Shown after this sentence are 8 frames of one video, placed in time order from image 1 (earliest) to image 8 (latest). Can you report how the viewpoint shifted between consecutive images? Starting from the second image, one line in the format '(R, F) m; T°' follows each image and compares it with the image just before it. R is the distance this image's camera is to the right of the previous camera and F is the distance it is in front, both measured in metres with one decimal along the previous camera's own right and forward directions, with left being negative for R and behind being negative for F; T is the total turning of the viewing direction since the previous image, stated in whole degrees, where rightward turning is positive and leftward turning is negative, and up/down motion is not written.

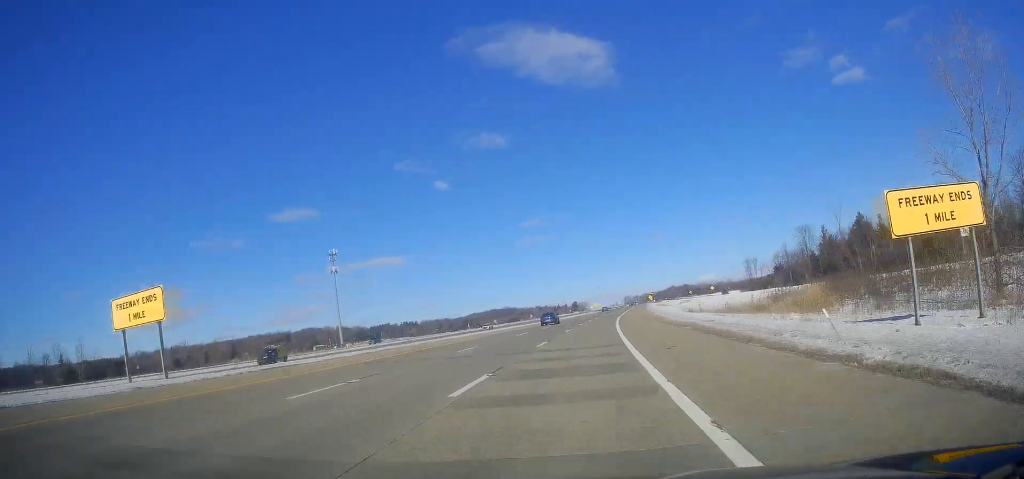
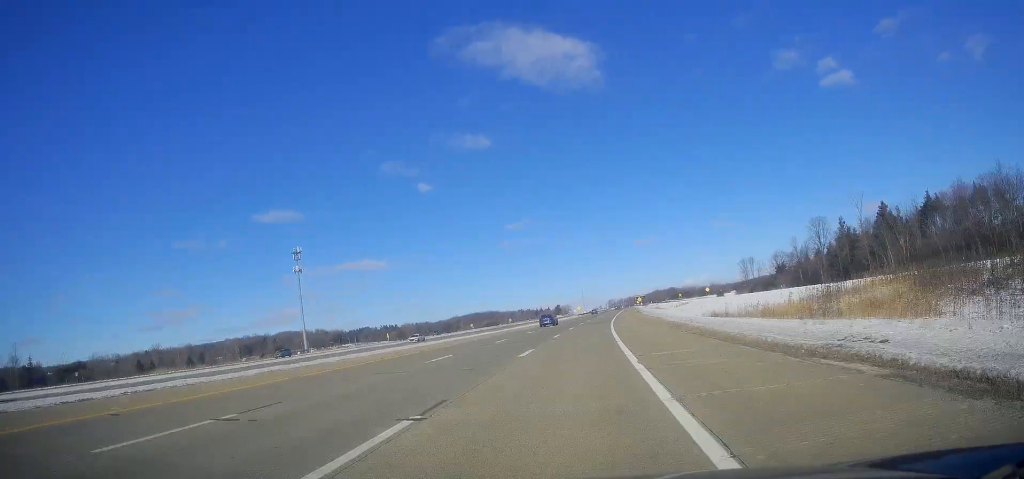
(+0.2, +21.3) m; +1°
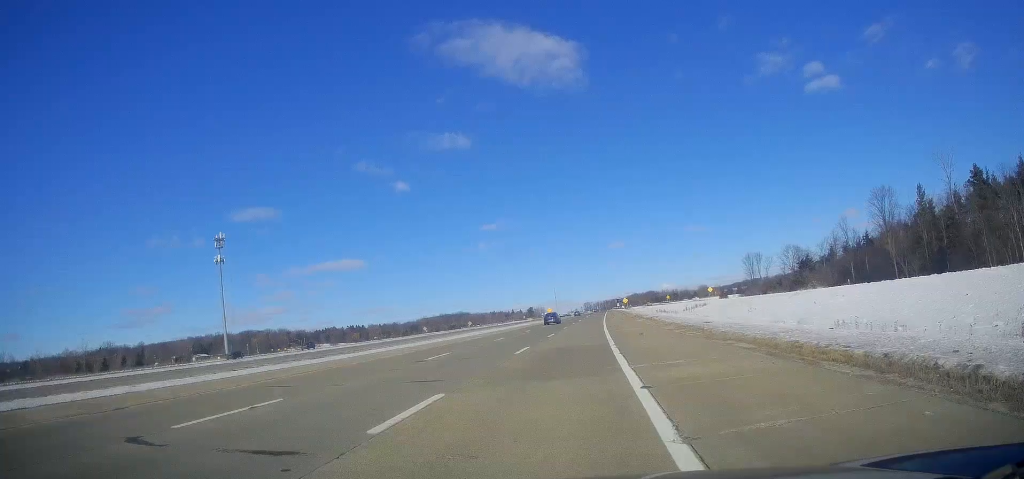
(+0.8, +44.6) m; +2°
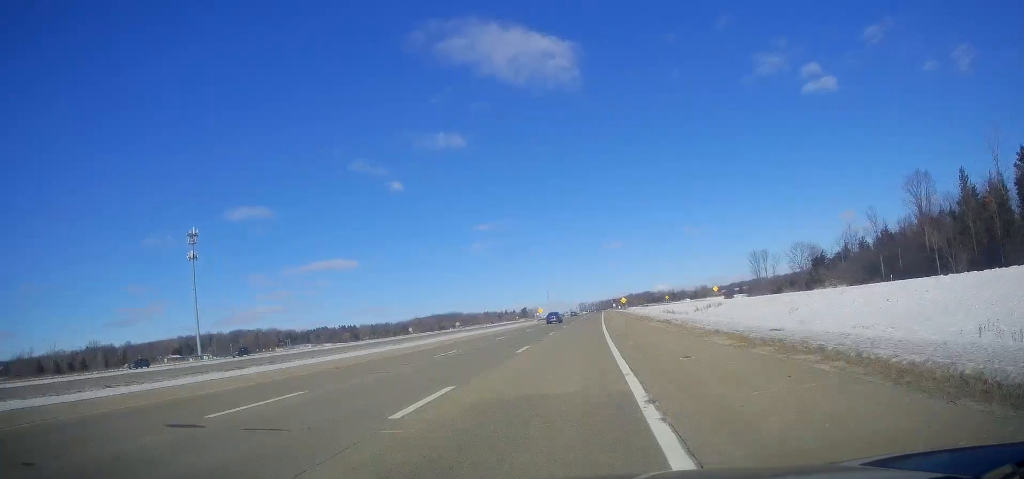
(0.0, +14.4) m; +1°
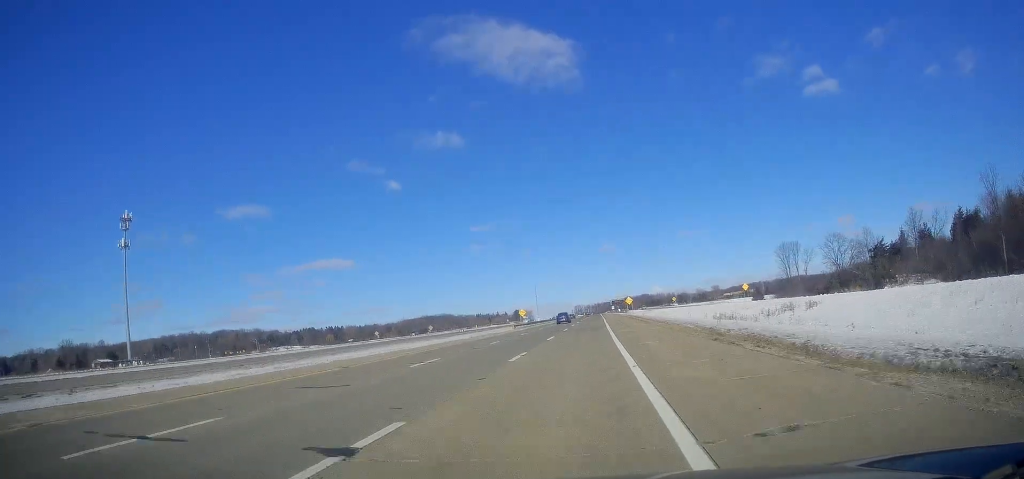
(+0.4, +35.2) m; +1°
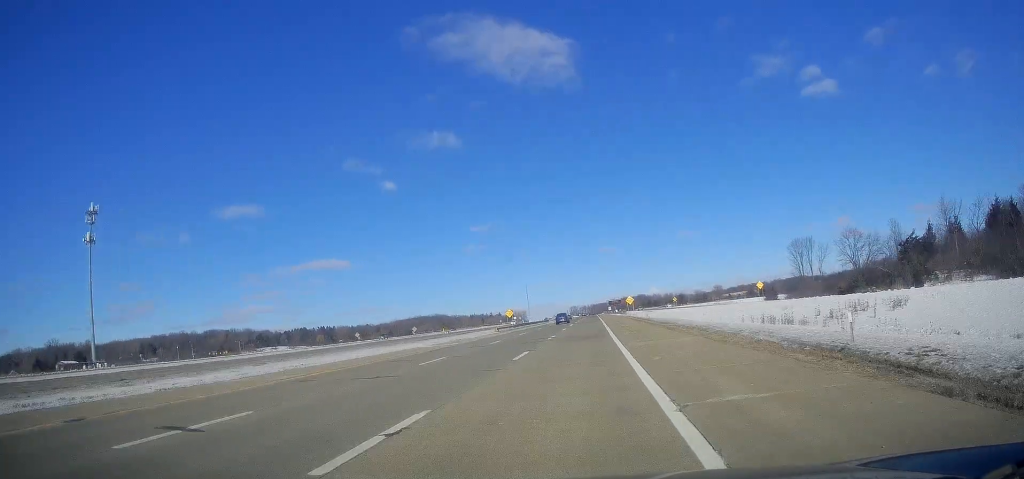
(0.0, +14.4) m; 0°
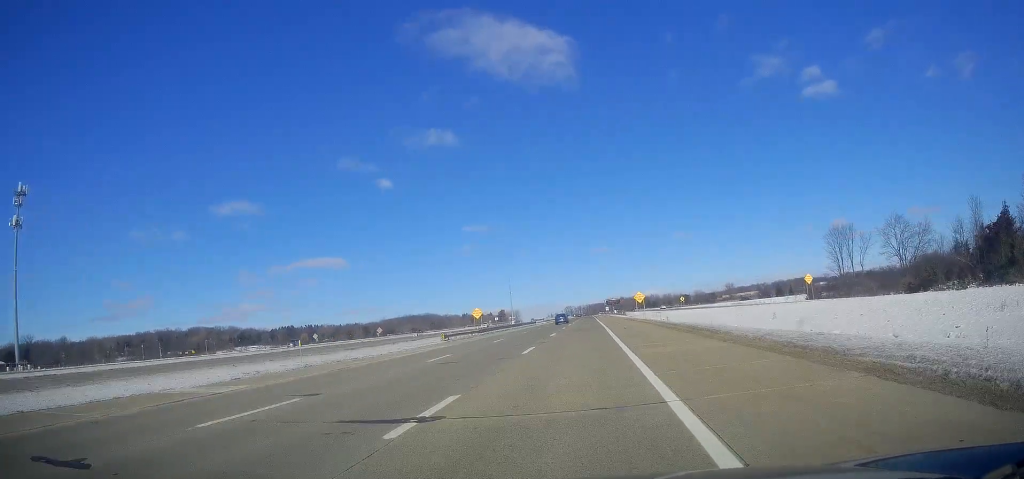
(0.0, +28.6) m; 0°
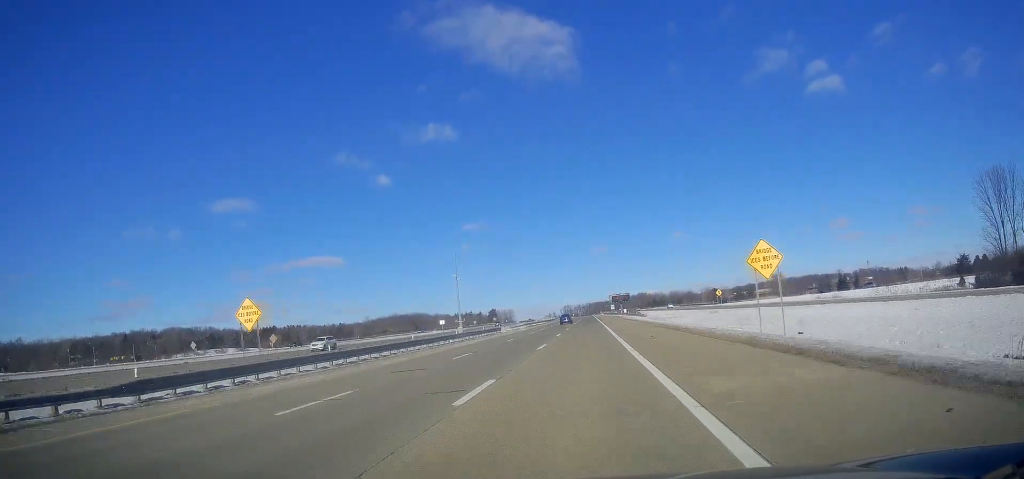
(+0.1, +58.3) m; 0°
